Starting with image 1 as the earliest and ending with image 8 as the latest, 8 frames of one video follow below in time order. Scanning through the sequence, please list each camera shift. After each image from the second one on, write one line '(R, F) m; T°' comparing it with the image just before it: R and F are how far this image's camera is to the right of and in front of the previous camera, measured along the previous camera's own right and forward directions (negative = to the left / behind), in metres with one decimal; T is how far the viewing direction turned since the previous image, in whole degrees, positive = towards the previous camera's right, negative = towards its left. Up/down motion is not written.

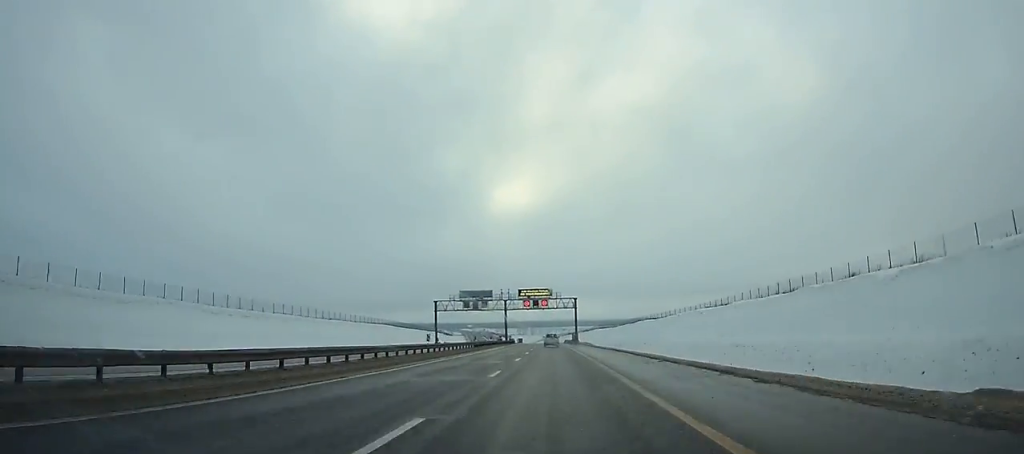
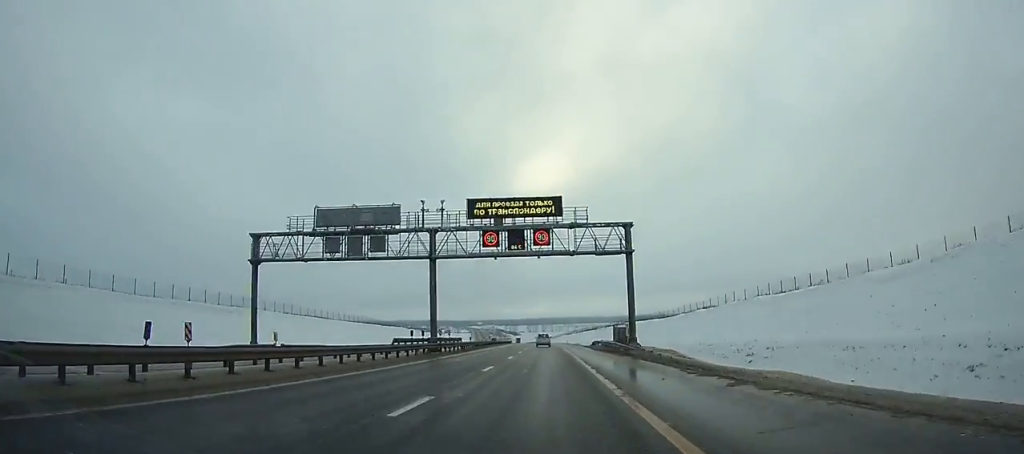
(-0.9, +80.0) m; -2°
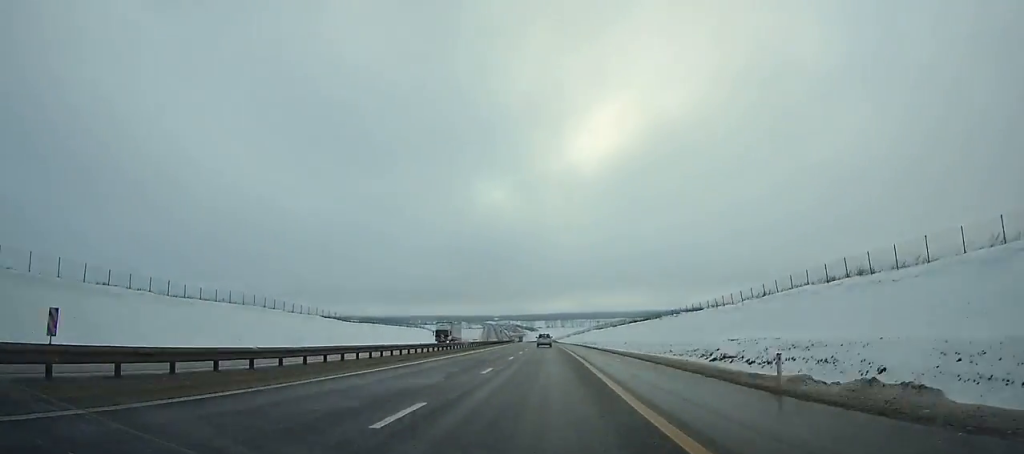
(-2.1, +108.6) m; -2°
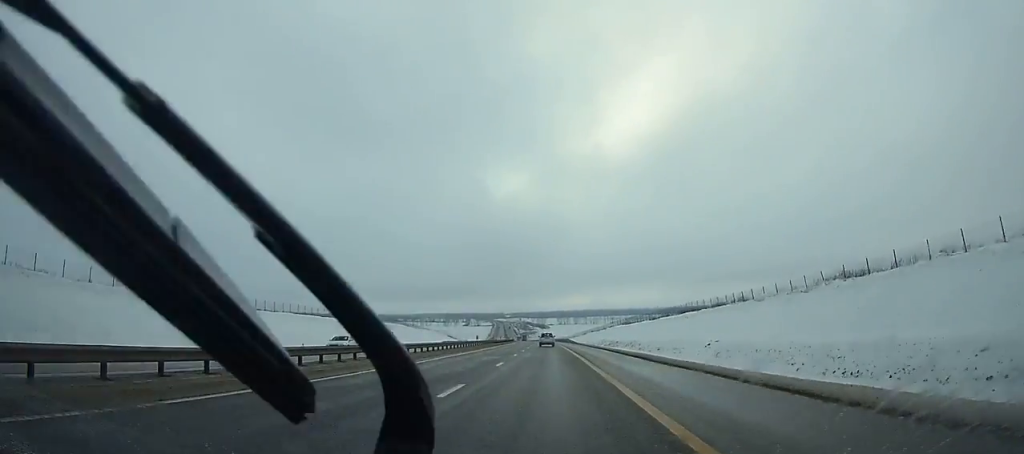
(-0.6, +56.0) m; -1°
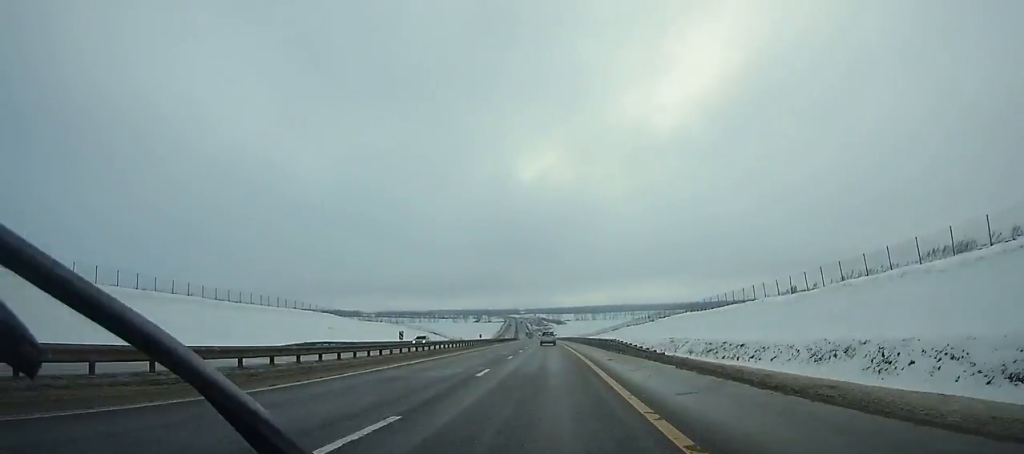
(-0.9, +76.0) m; -1°
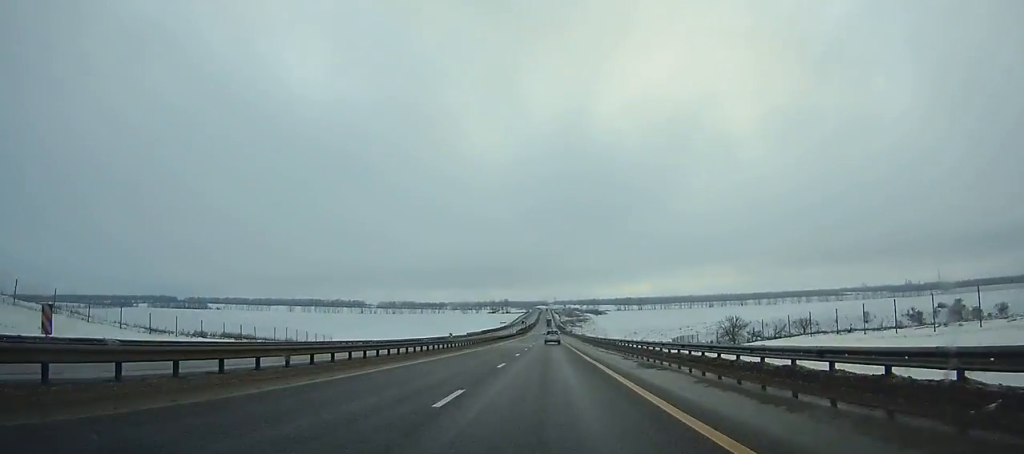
(-6.7, +223.1) m; -3°
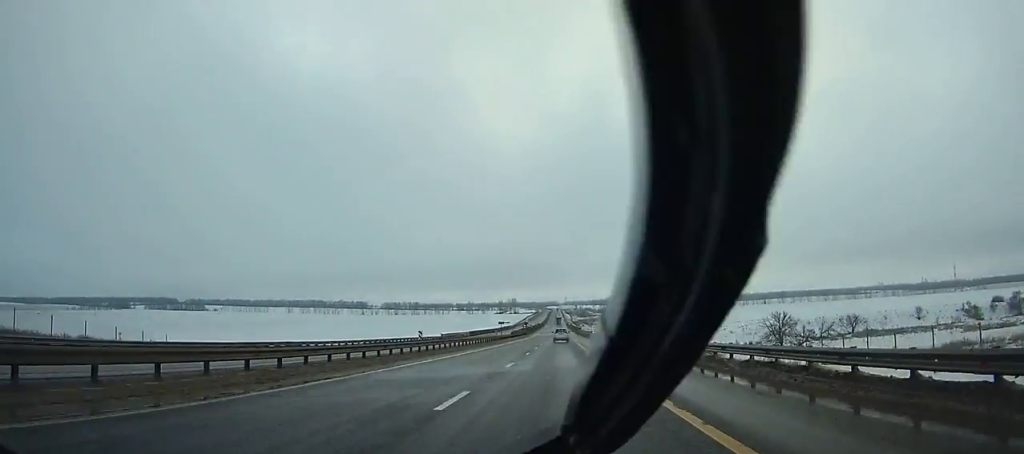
(-0.2, +47.0) m; 0°
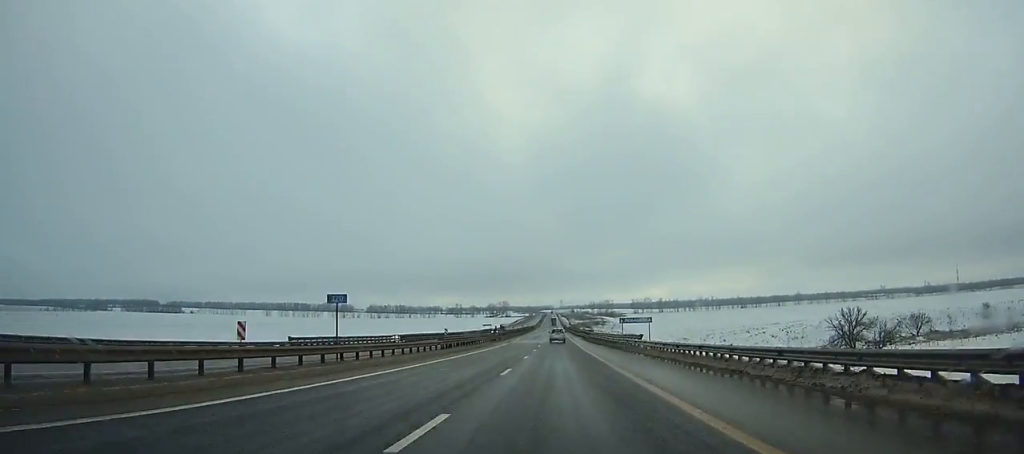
(-0.1, +63.6) m; 0°
